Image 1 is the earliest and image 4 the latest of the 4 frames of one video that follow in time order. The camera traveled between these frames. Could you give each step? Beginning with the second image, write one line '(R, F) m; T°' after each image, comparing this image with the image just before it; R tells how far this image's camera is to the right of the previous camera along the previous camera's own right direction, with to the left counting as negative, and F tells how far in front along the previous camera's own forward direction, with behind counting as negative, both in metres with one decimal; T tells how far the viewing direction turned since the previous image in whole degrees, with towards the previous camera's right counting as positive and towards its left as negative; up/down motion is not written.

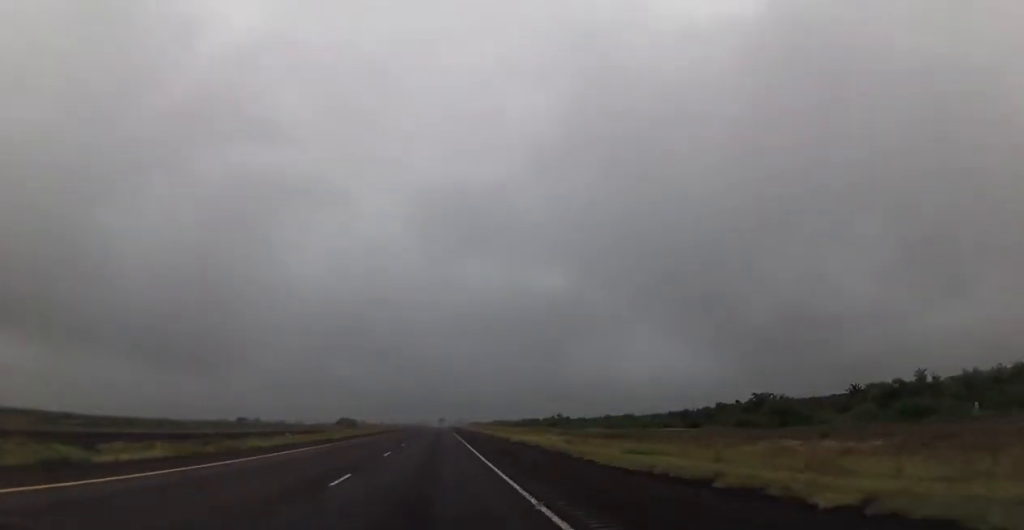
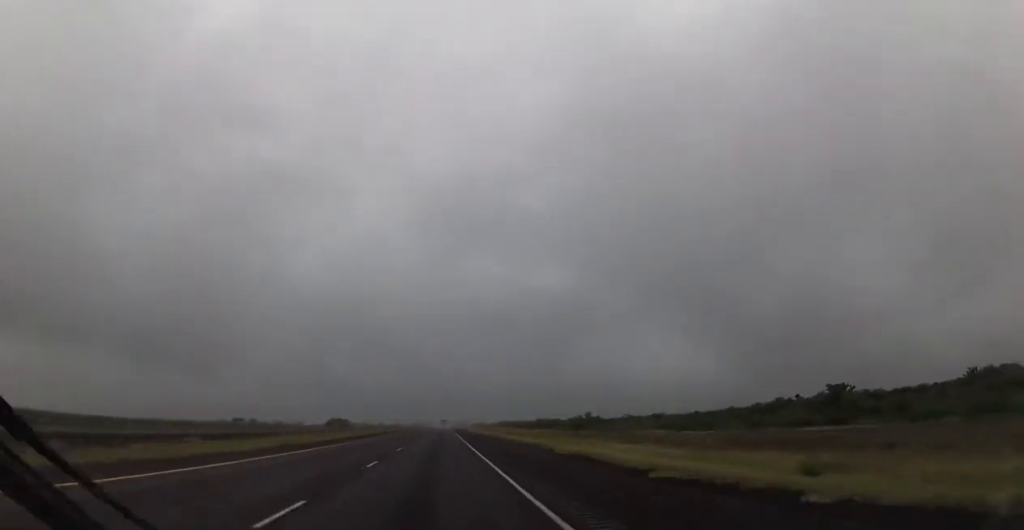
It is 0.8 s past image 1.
(0.0, +30.1) m; 0°
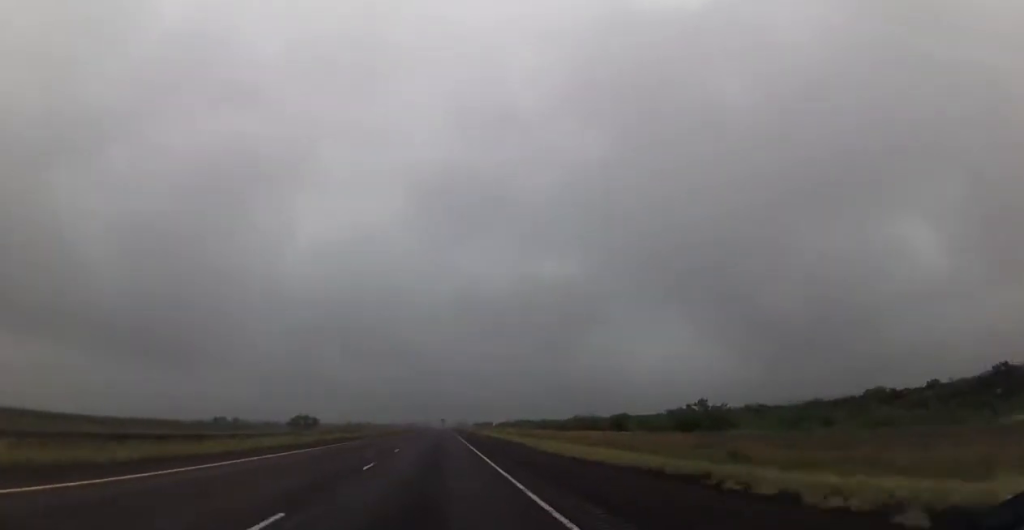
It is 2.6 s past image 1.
(+0.7, +62.6) m; +1°
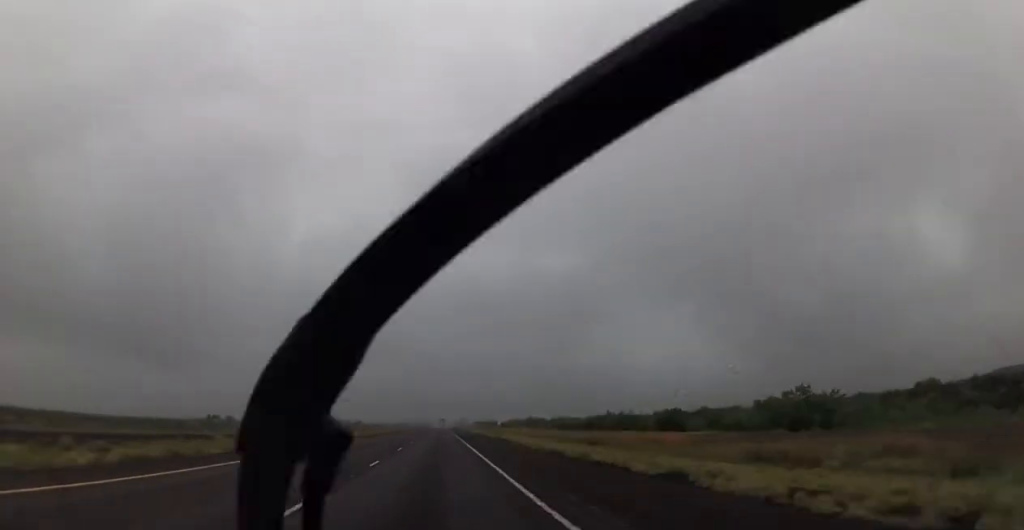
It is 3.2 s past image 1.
(-0.1, +22.9) m; 0°
